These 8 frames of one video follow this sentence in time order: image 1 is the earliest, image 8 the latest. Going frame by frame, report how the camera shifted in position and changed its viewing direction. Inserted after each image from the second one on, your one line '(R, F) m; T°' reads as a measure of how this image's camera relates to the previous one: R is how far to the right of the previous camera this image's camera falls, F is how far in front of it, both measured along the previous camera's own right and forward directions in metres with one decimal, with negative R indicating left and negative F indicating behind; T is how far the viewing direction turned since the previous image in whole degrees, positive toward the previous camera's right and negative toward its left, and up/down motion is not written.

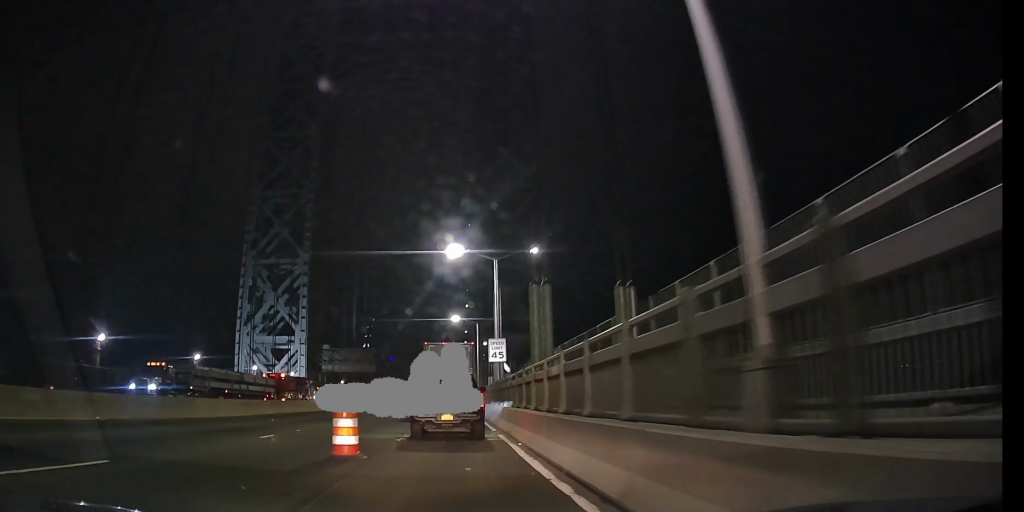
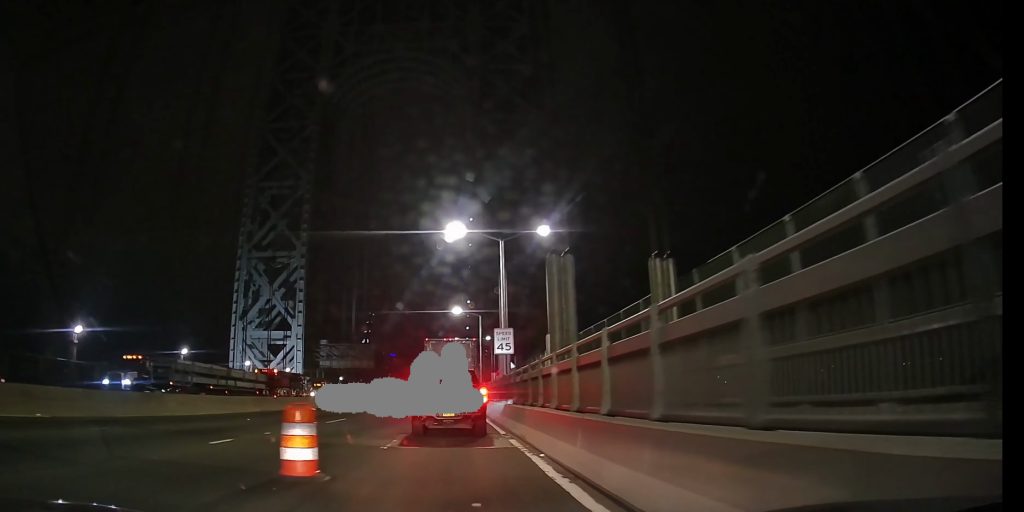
(+0.2, +3.8) m; -1°
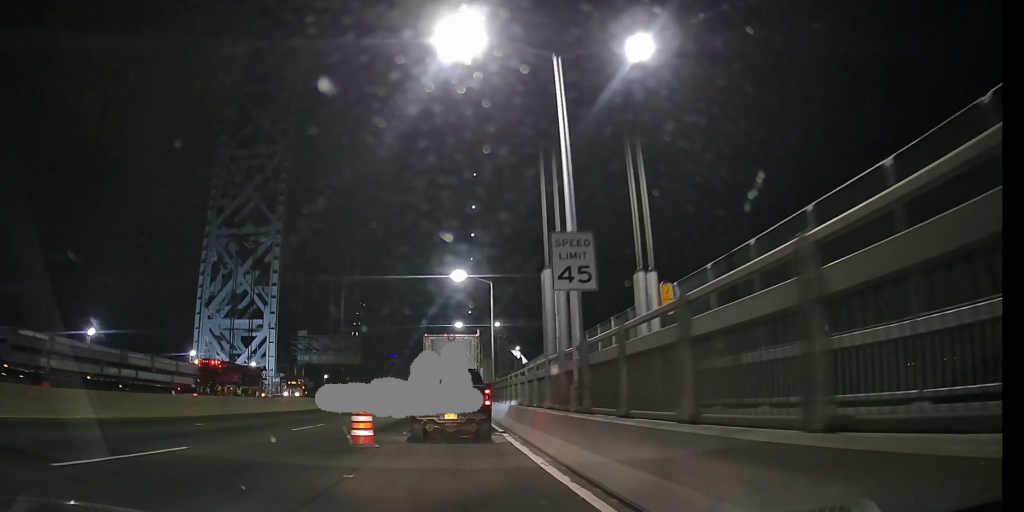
(-0.8, +18.3) m; 0°
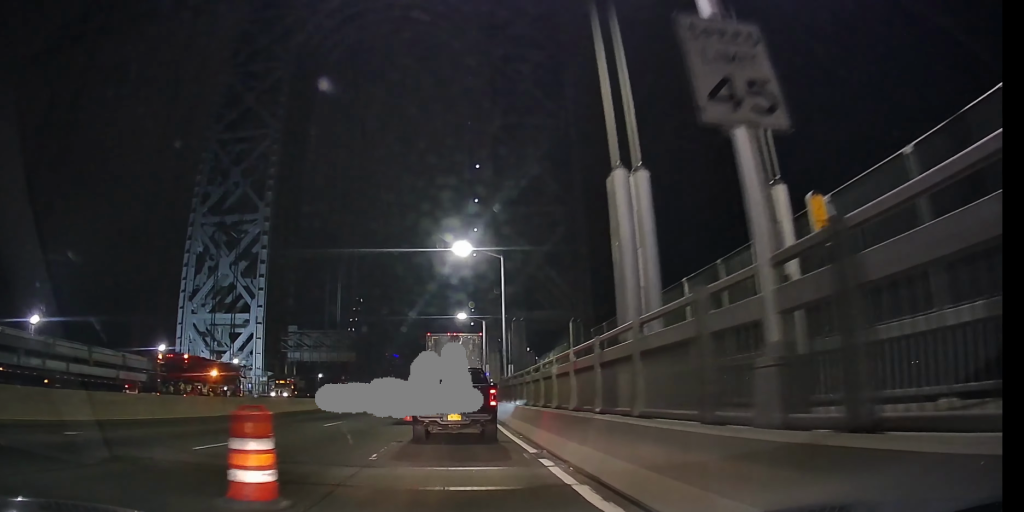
(+0.1, +8.2) m; +1°
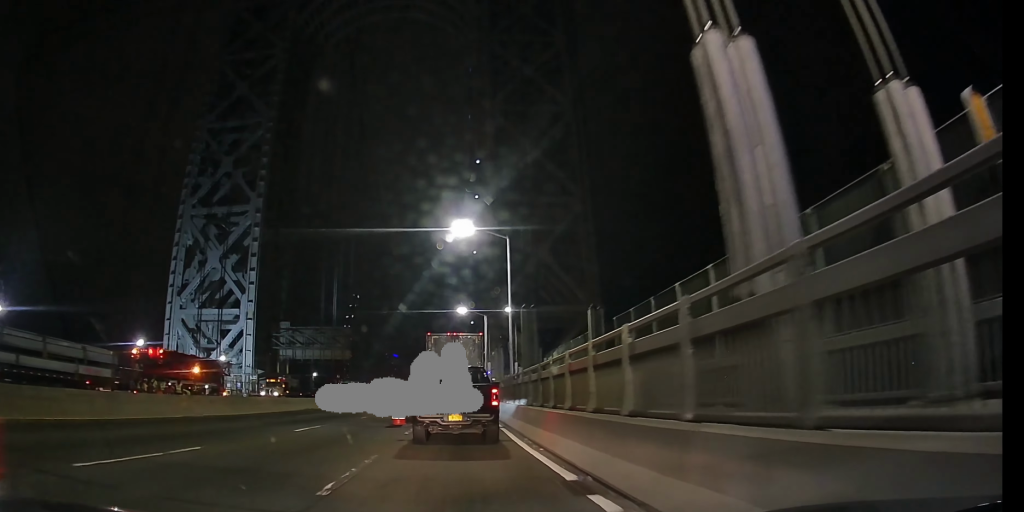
(+0.1, +4.4) m; 0°
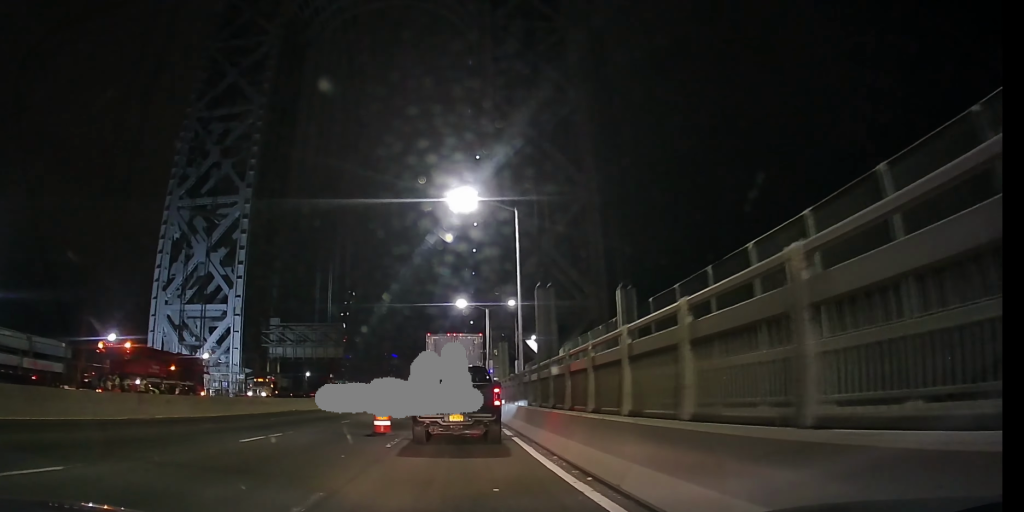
(-0.2, +4.8) m; -3°
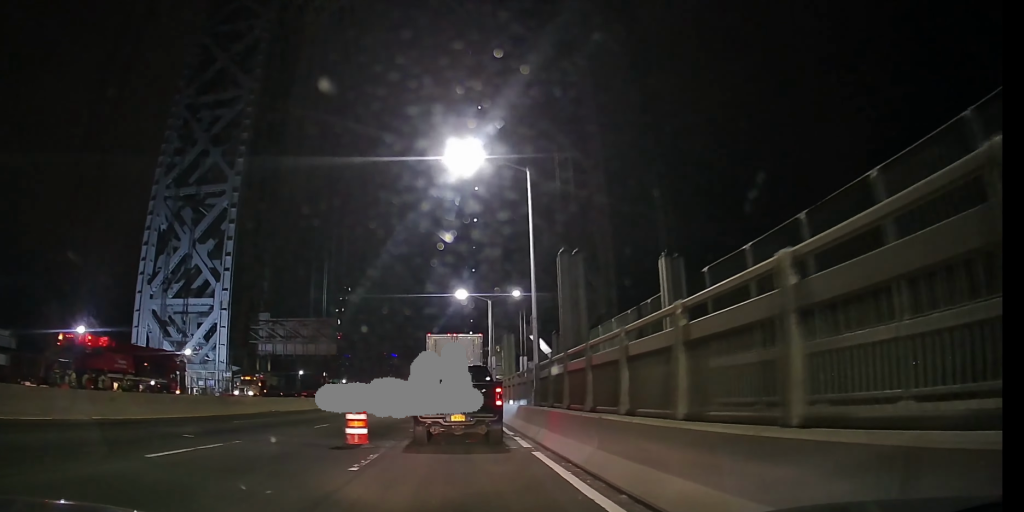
(-0.1, +4.7) m; -1°
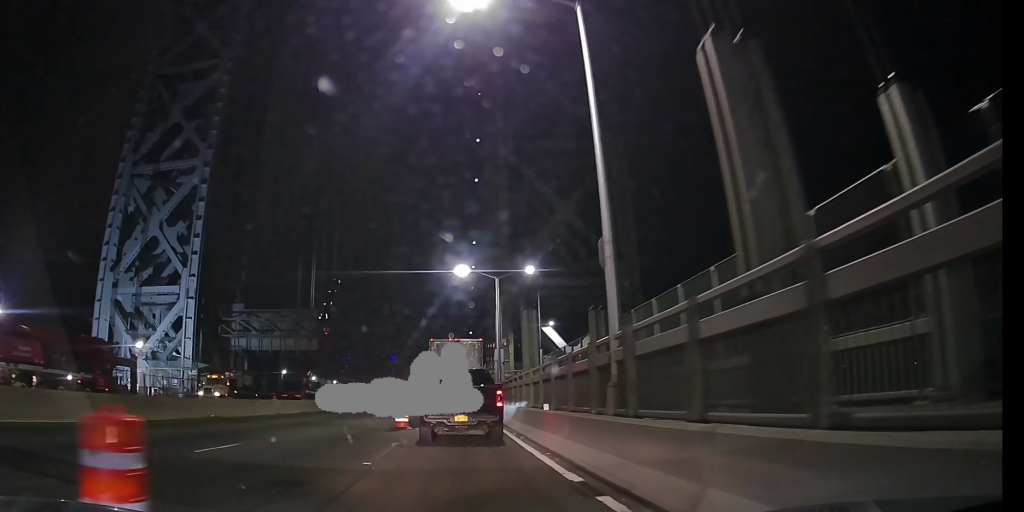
(+0.2, +10.1) m; +1°
